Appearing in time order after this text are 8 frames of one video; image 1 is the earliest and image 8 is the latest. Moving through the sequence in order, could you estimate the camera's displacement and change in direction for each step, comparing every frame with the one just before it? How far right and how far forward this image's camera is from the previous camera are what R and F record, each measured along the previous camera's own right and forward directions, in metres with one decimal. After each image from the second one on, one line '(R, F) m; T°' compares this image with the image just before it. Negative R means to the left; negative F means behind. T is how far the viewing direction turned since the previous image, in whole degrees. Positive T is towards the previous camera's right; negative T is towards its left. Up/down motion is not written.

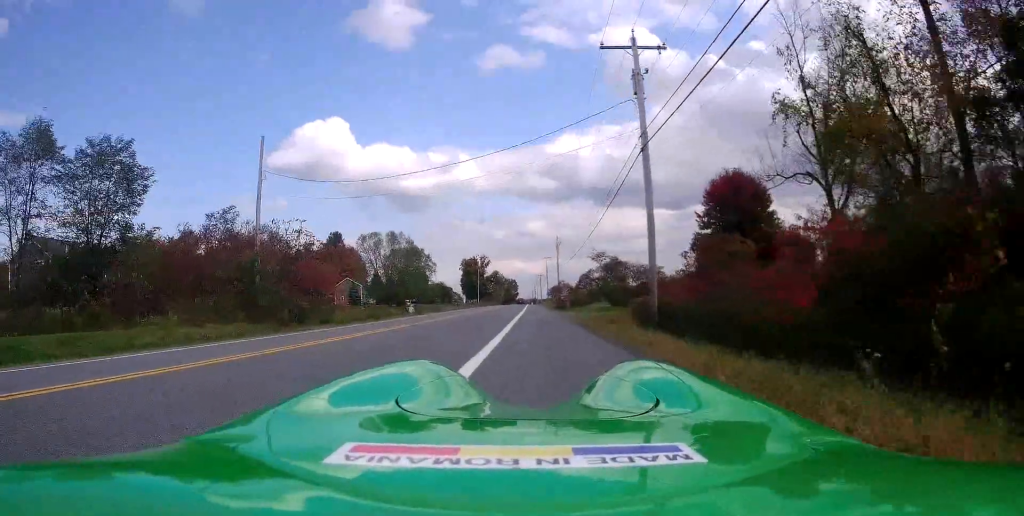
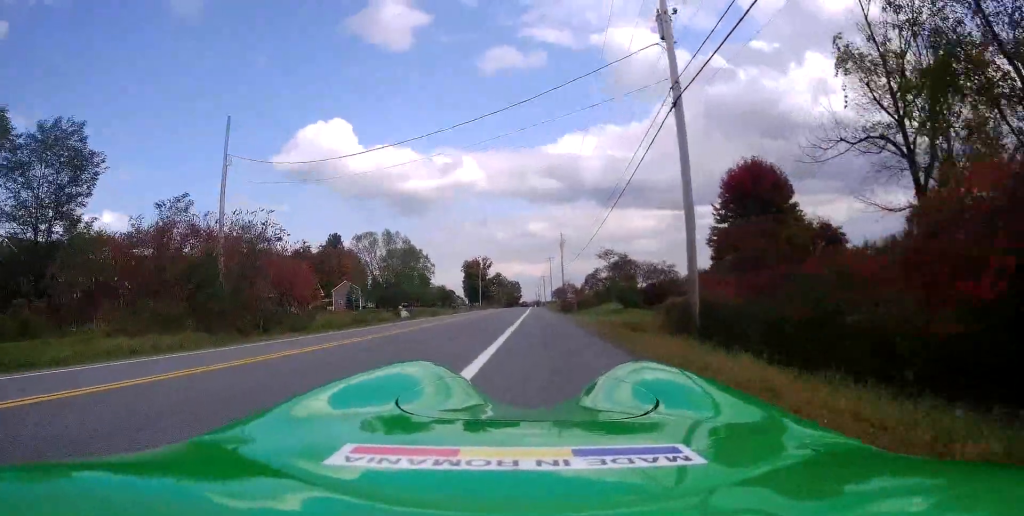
(+0.1, +4.6) m; -1°
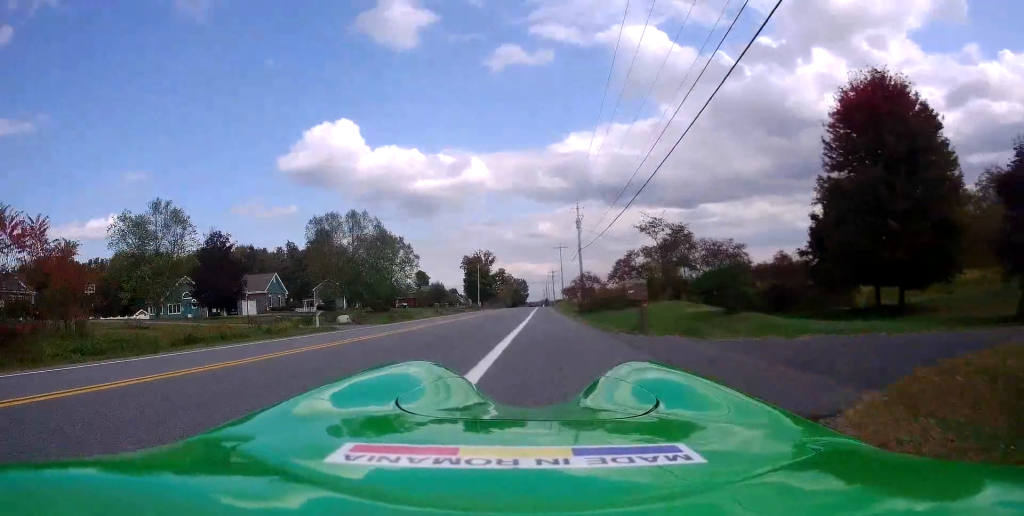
(-1.2, +21.4) m; -3°
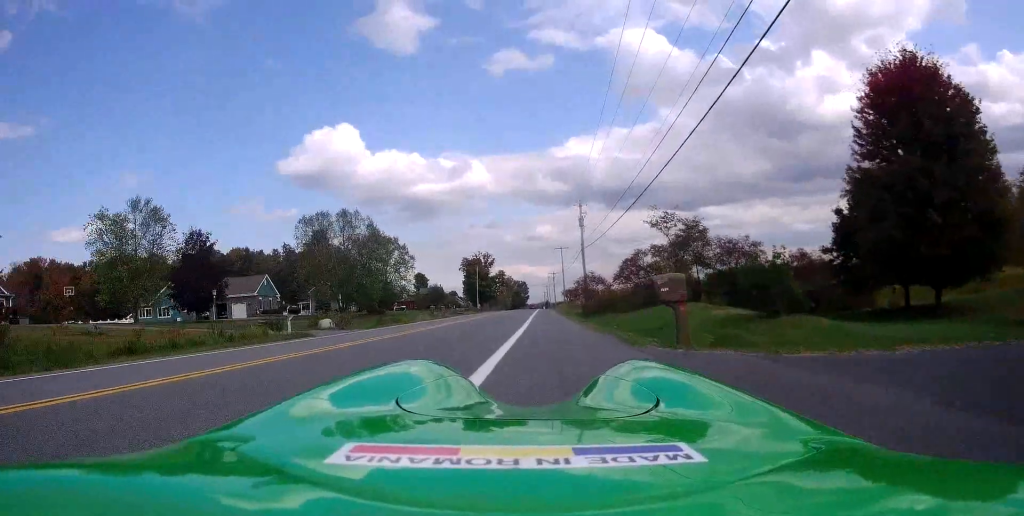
(-0.2, +3.8) m; 0°
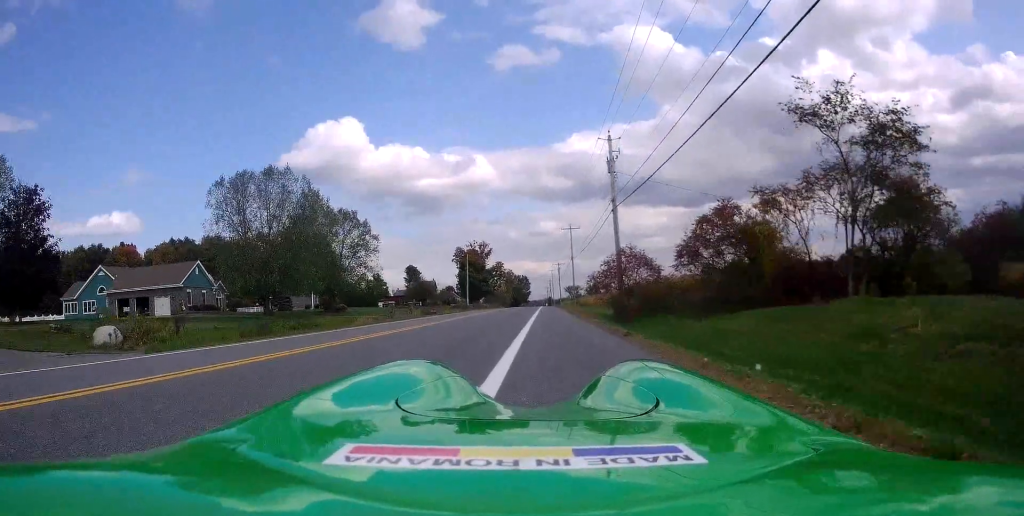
(+0.7, +21.2) m; +2°
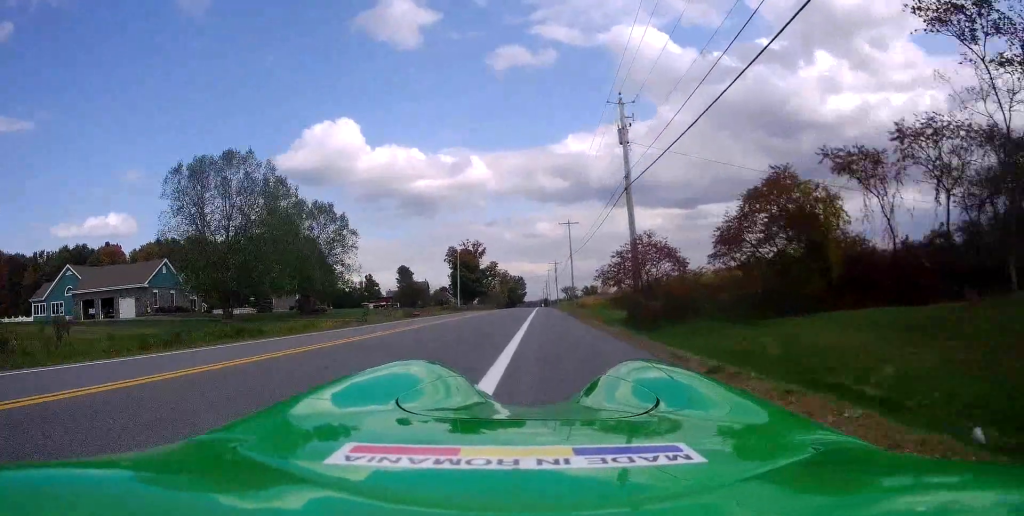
(0.0, +6.6) m; -1°
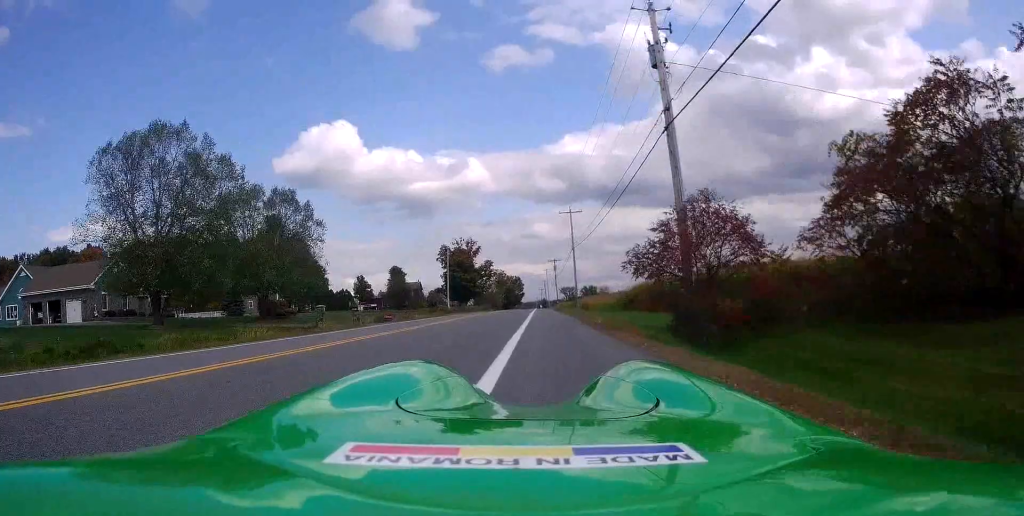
(-0.2, +9.5) m; -1°
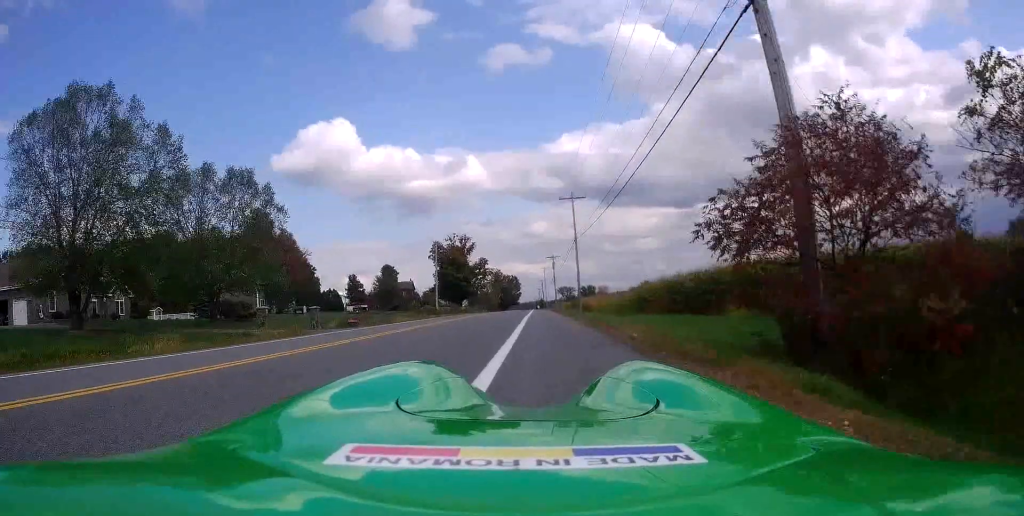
(-0.1, +7.8) m; 0°
